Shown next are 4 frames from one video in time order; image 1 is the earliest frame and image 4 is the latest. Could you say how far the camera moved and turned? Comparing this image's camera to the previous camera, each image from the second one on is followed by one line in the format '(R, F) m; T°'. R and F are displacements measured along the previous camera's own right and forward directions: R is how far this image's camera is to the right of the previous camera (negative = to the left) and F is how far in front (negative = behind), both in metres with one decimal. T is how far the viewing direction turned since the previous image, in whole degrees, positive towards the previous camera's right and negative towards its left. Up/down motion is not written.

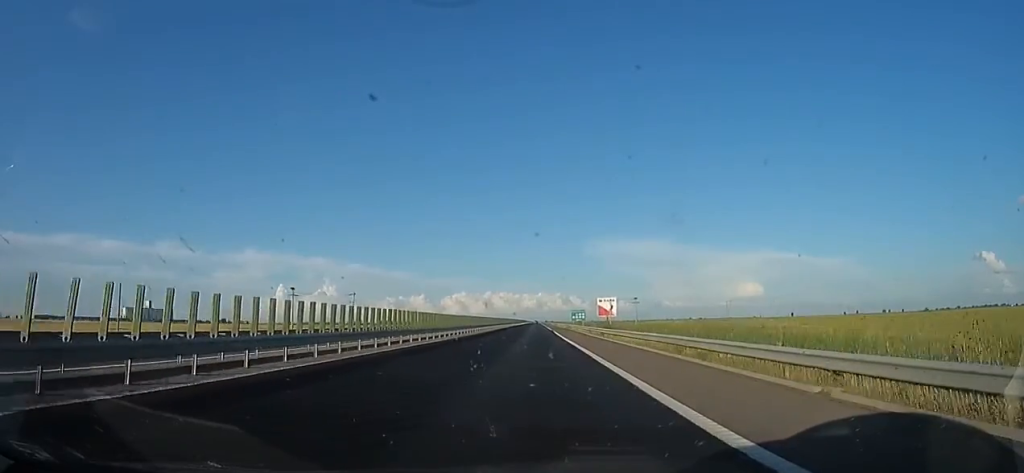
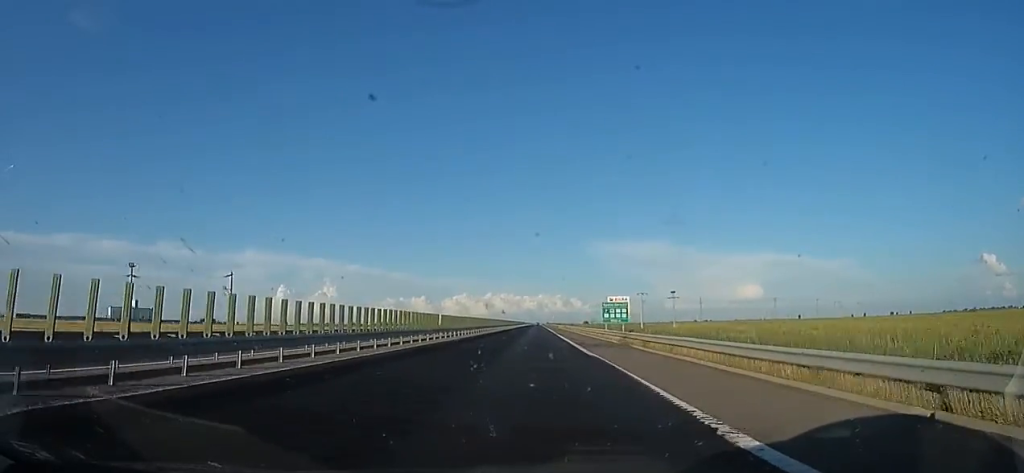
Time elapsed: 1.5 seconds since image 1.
(-0.1, +52.5) m; 0°
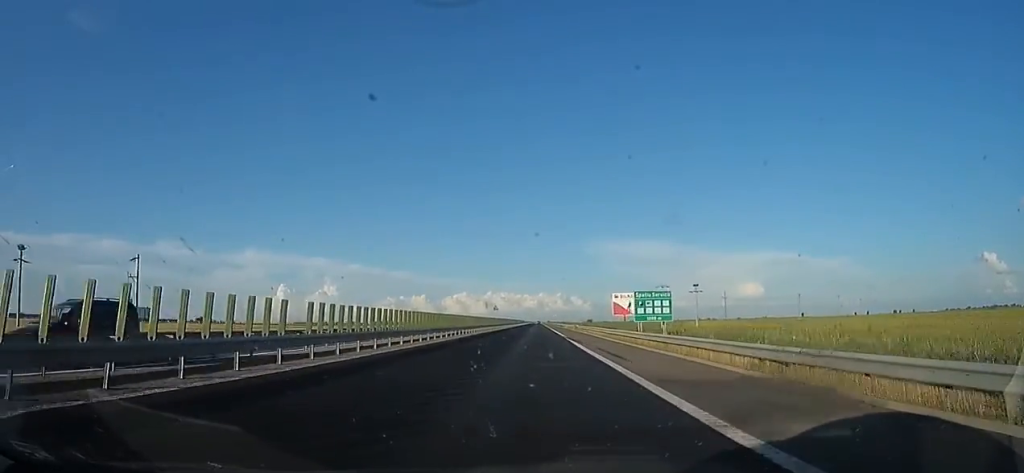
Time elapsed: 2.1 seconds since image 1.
(0.0, +20.0) m; 0°
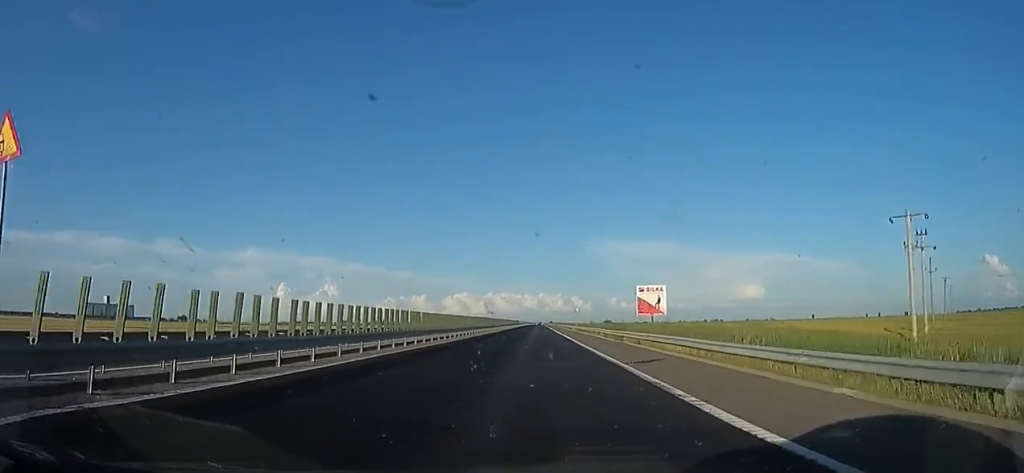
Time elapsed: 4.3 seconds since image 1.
(-0.1, +76.8) m; 0°
